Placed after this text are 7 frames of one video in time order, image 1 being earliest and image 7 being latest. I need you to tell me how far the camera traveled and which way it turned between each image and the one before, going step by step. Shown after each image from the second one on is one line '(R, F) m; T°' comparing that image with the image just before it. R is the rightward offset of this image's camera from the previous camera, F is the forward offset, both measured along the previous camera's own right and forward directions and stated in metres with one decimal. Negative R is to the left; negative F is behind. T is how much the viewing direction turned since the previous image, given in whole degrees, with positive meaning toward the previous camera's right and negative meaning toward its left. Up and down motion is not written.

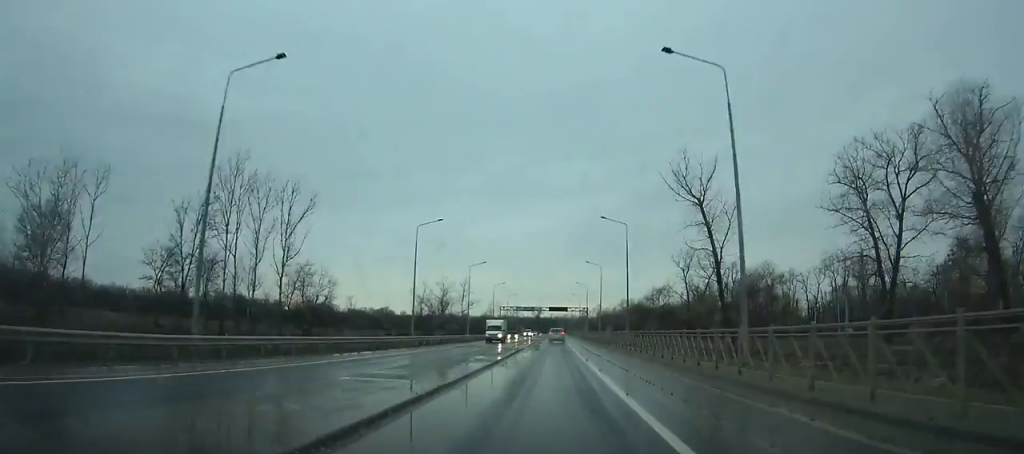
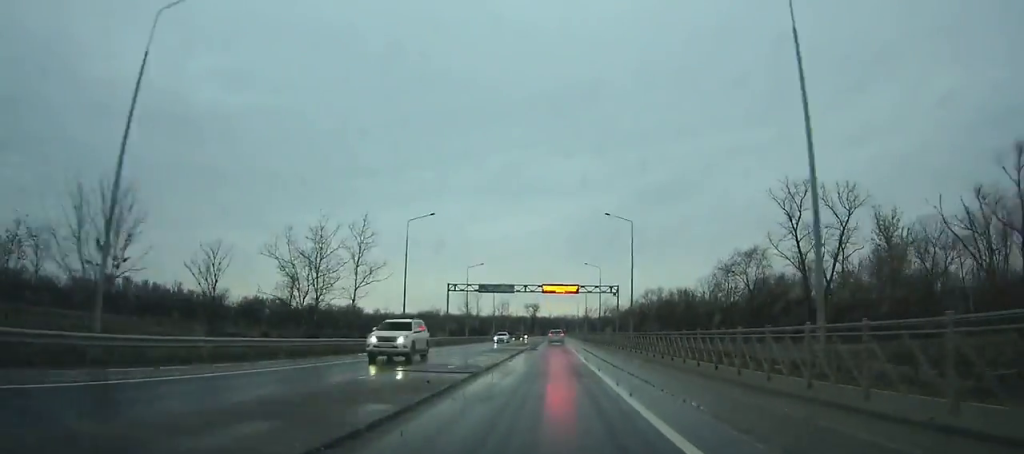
(0.0, +72.2) m; 0°
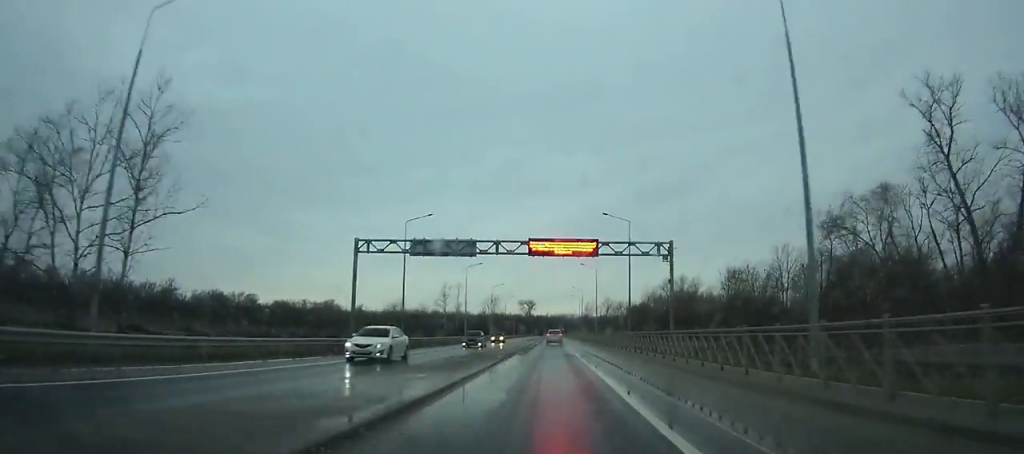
(-0.2, +34.5) m; 0°
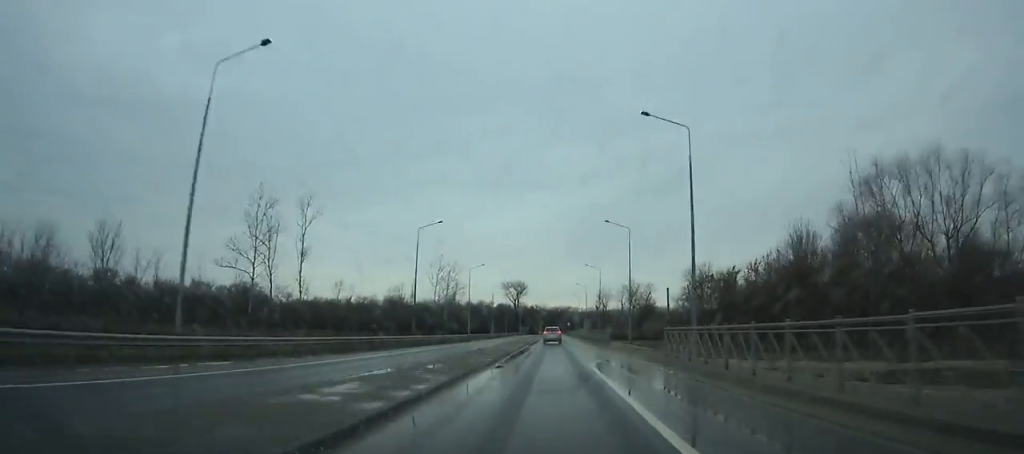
(-0.7, +101.7) m; -1°
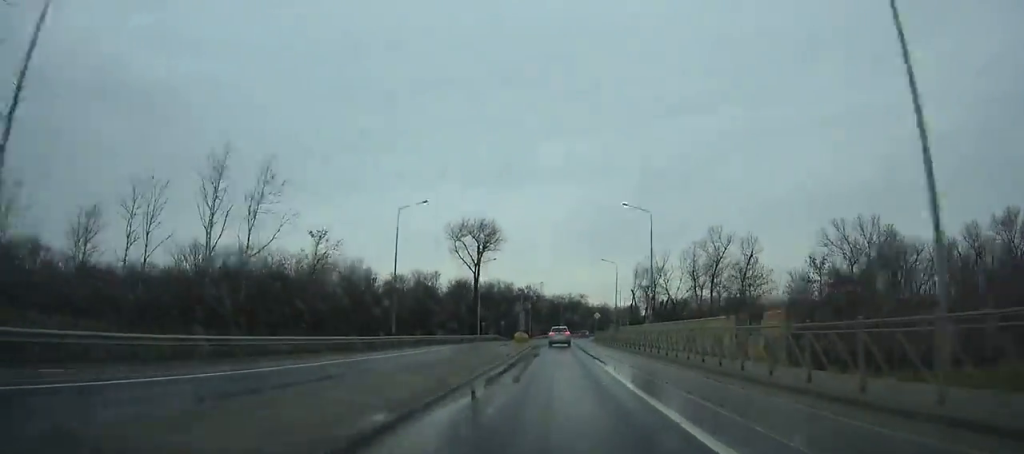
(-0.2, +114.6) m; +1°
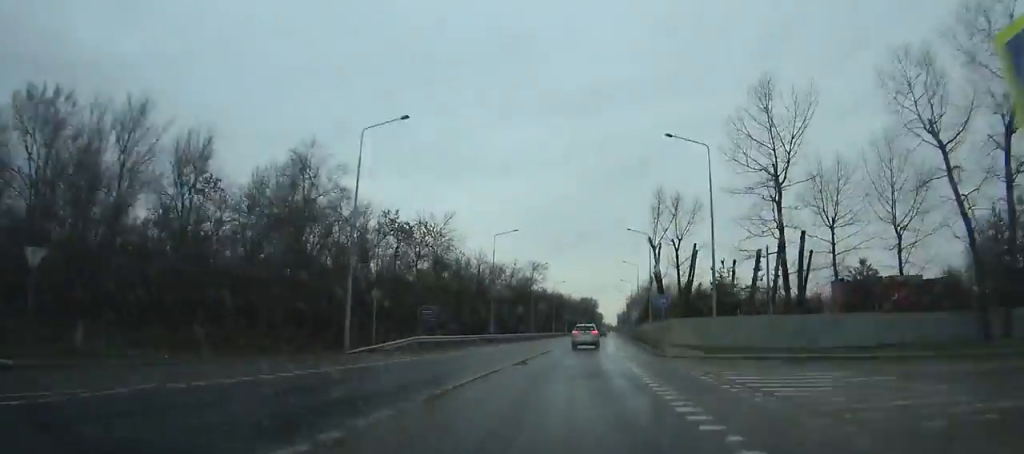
(+4.1, +85.1) m; +6°
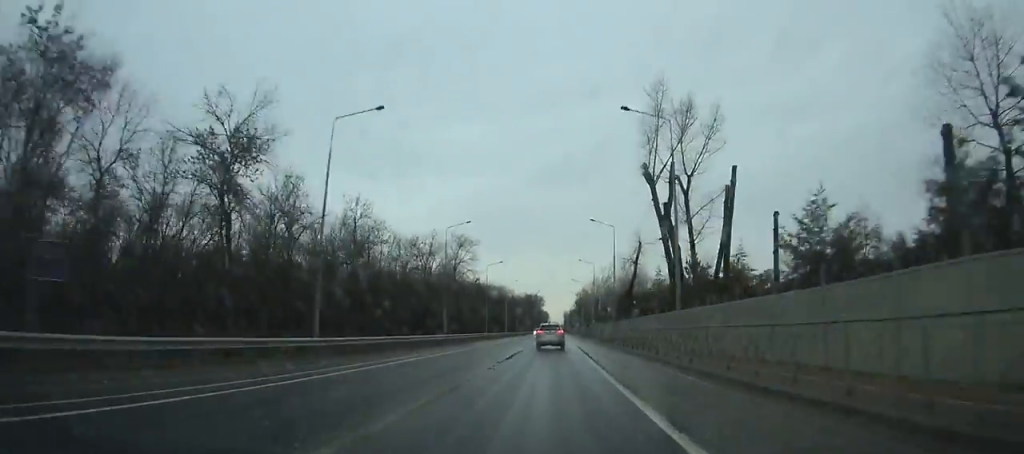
(+1.2, +31.9) m; +2°
